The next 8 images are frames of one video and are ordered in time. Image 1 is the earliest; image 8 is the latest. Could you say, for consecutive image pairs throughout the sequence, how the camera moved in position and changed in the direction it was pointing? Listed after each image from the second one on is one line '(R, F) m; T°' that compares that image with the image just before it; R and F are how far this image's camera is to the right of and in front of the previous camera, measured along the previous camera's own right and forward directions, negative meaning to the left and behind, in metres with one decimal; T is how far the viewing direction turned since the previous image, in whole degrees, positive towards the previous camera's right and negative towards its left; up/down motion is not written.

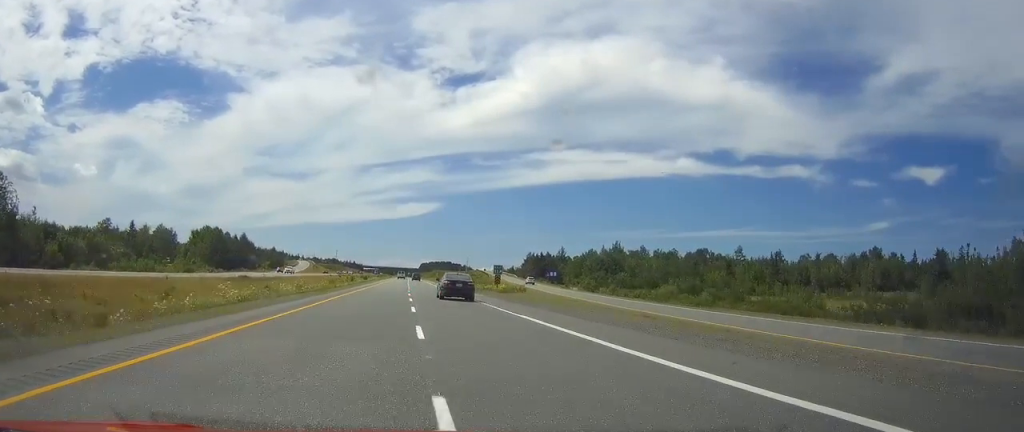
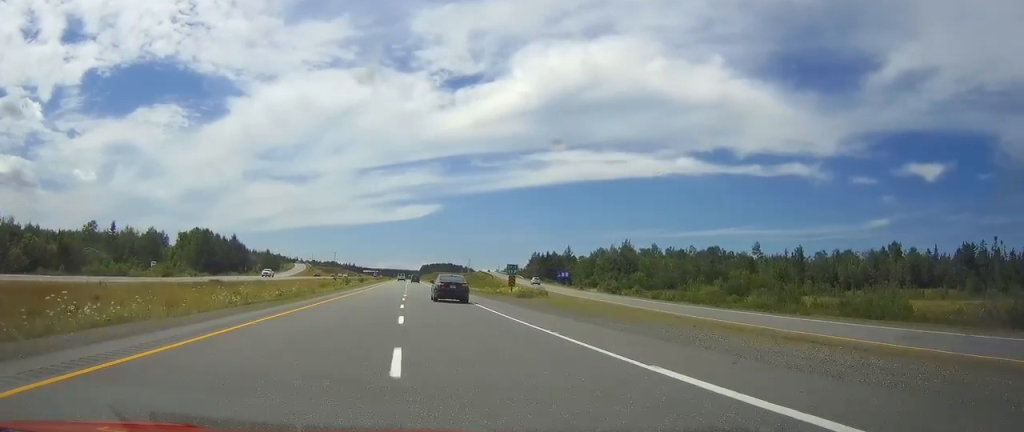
(0.0, +13.8) m; 0°
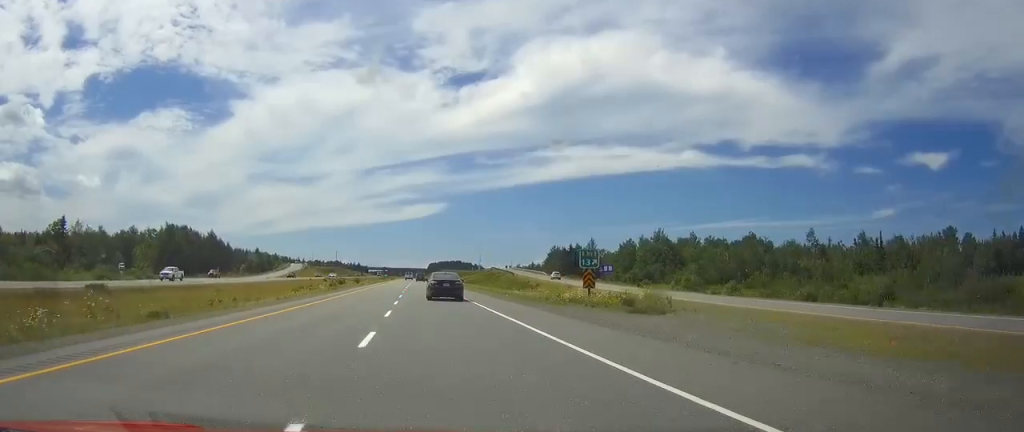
(-0.1, +33.0) m; -1°
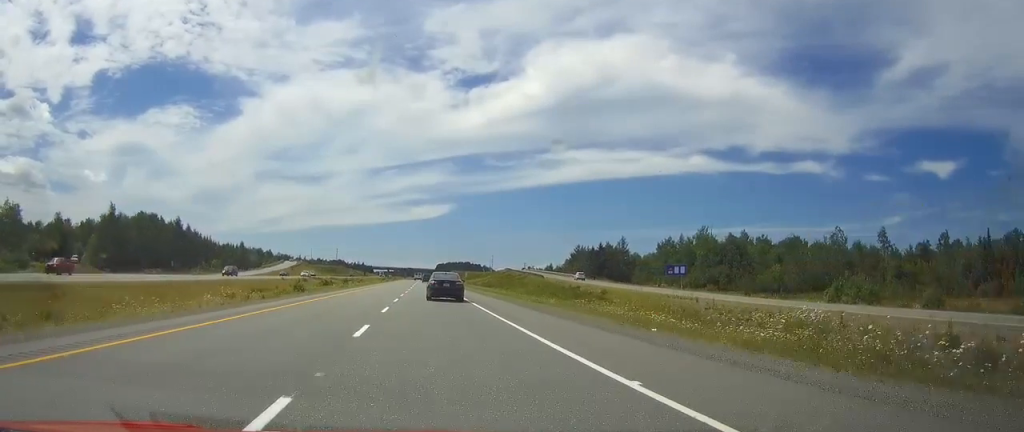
(-0.2, +34.9) m; 0°
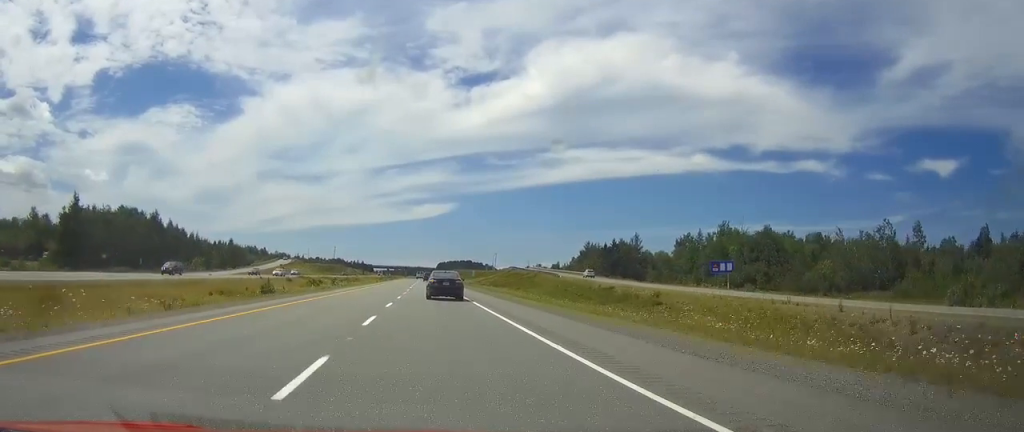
(0.0, +15.7) m; 0°
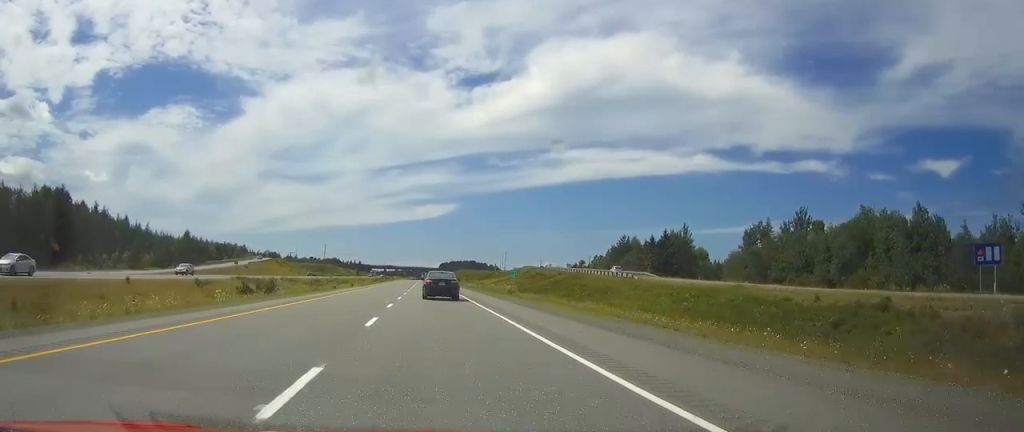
(-0.2, +46.5) m; 0°
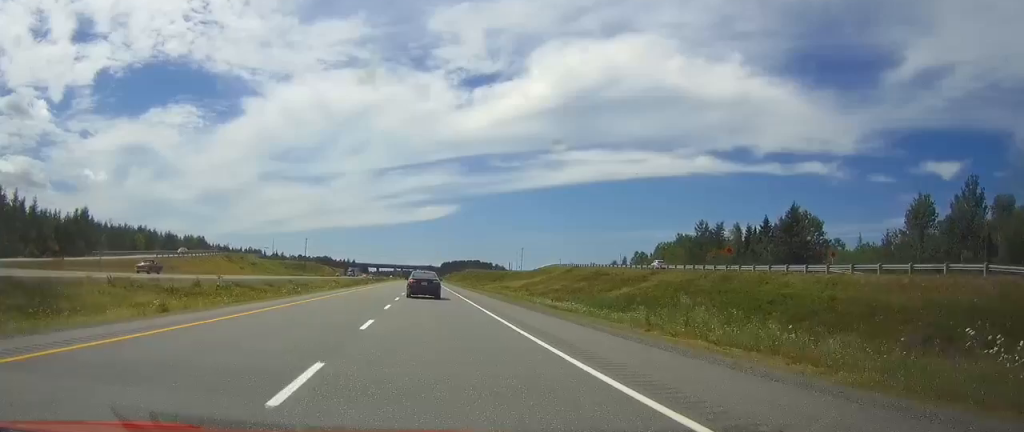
(+0.1, +63.6) m; 0°
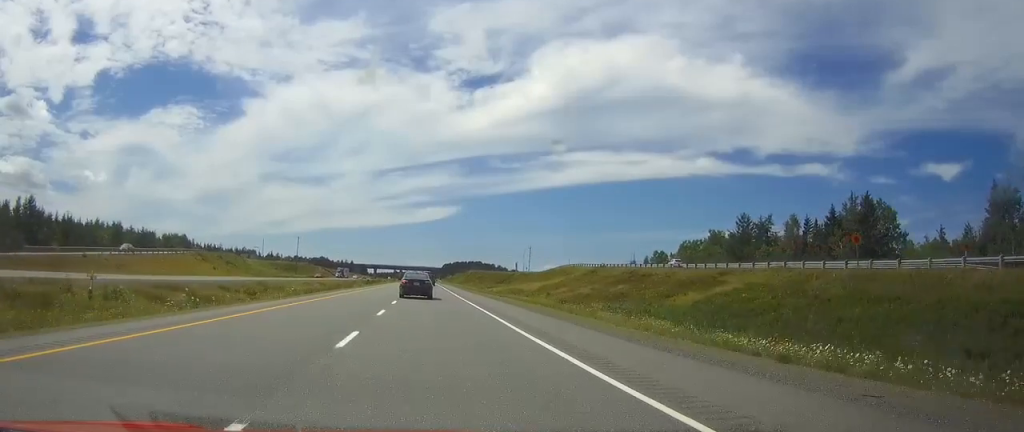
(-0.1, +22.0) m; 0°
